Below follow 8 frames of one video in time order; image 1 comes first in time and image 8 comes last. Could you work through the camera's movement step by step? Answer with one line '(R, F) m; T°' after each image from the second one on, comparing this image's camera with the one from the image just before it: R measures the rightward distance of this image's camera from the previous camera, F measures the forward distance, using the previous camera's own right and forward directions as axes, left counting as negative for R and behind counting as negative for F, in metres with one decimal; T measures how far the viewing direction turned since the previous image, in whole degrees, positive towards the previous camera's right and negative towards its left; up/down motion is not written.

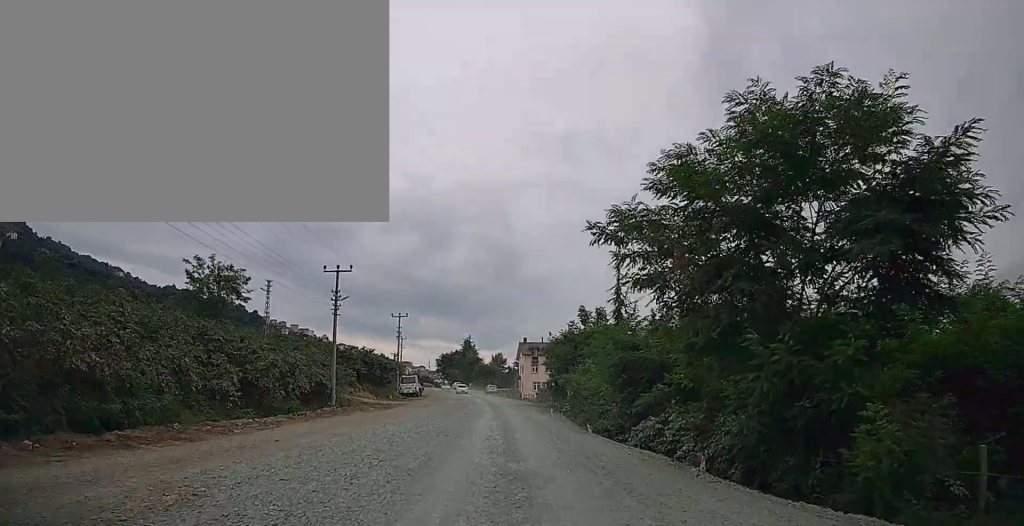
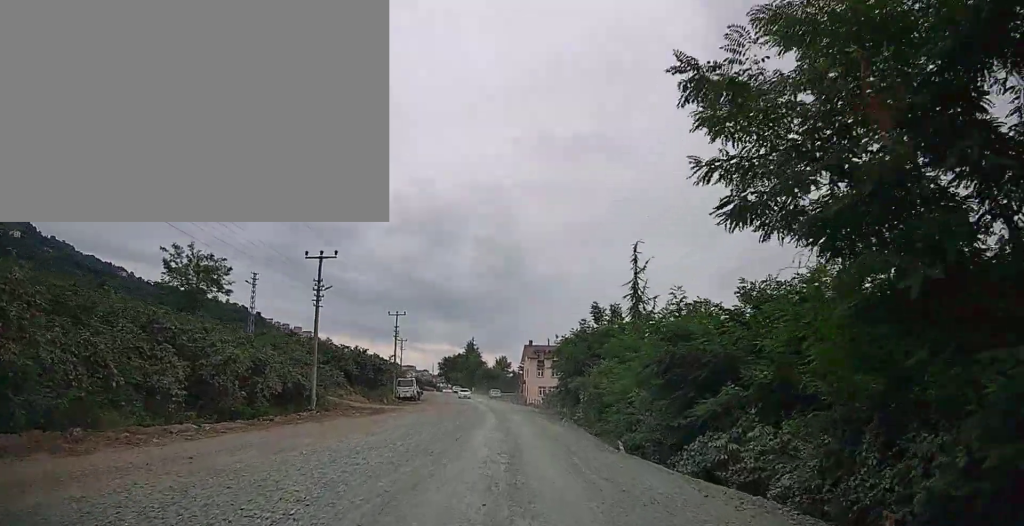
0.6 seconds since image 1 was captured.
(-0.1, +4.4) m; 0°
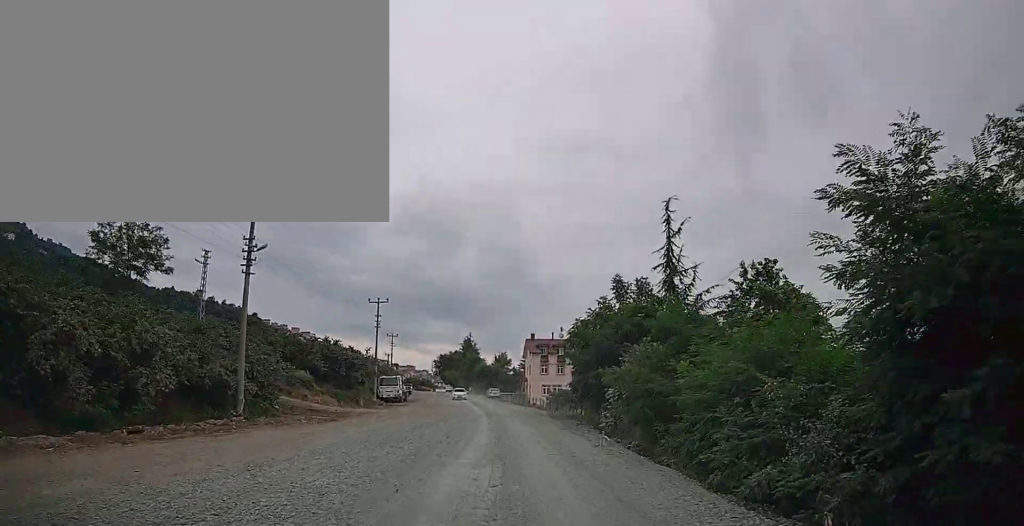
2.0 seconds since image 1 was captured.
(+0.2, +9.3) m; +2°
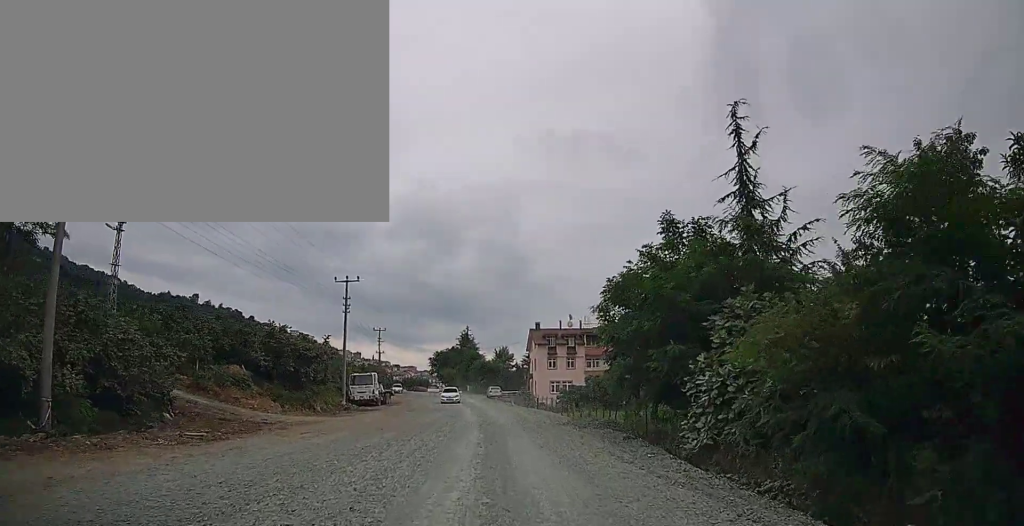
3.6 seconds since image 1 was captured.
(-0.1, +11.7) m; -1°
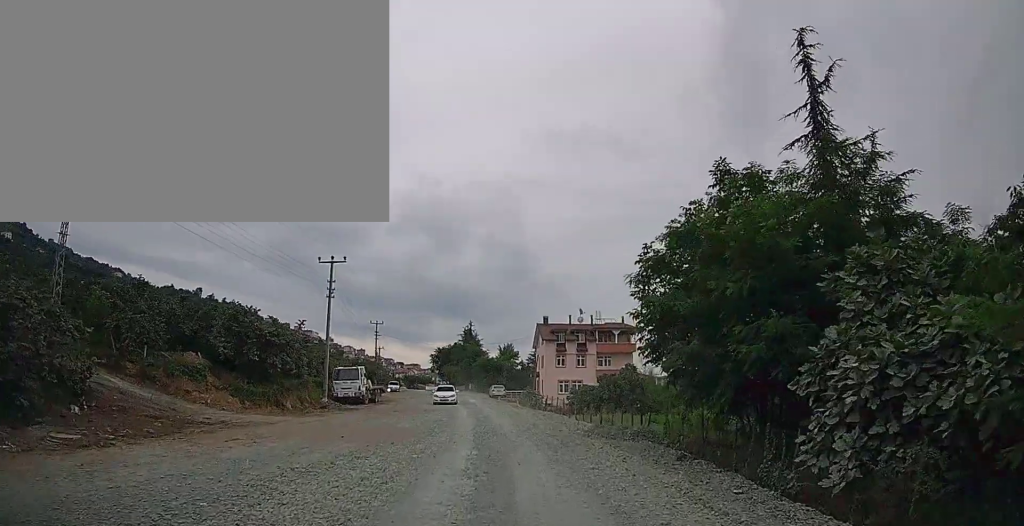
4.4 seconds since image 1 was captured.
(0.0, +5.7) m; -1°
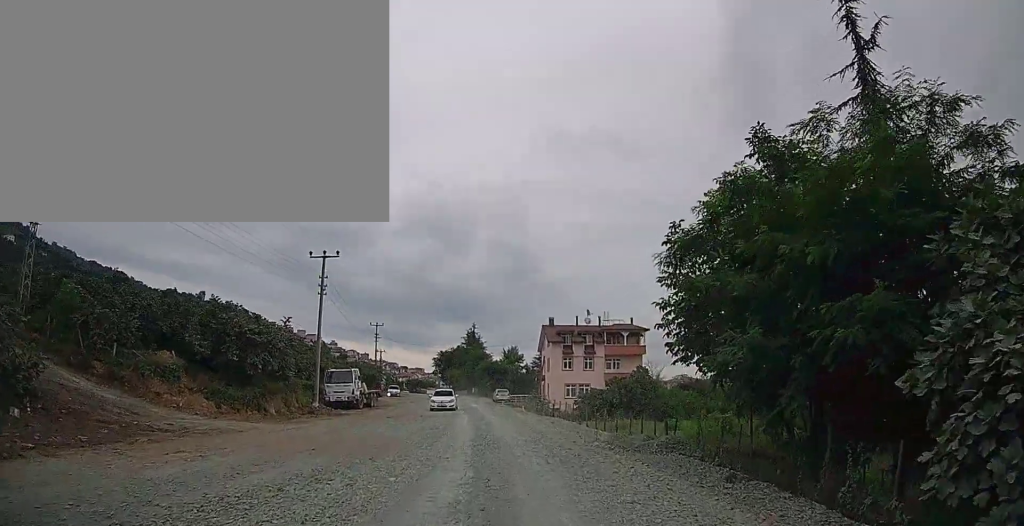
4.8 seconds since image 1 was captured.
(0.0, +3.1) m; -1°
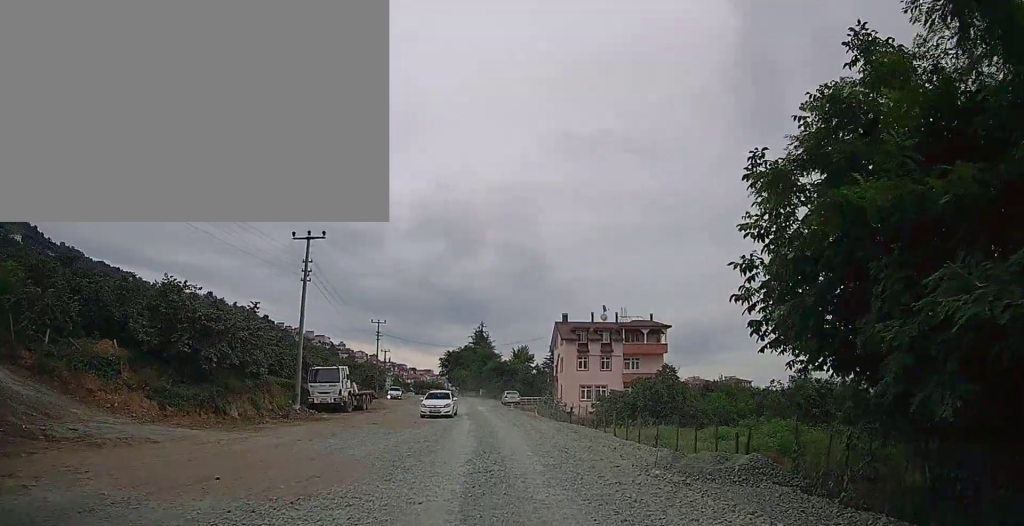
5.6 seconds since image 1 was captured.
(-0.1, +5.4) m; -1°
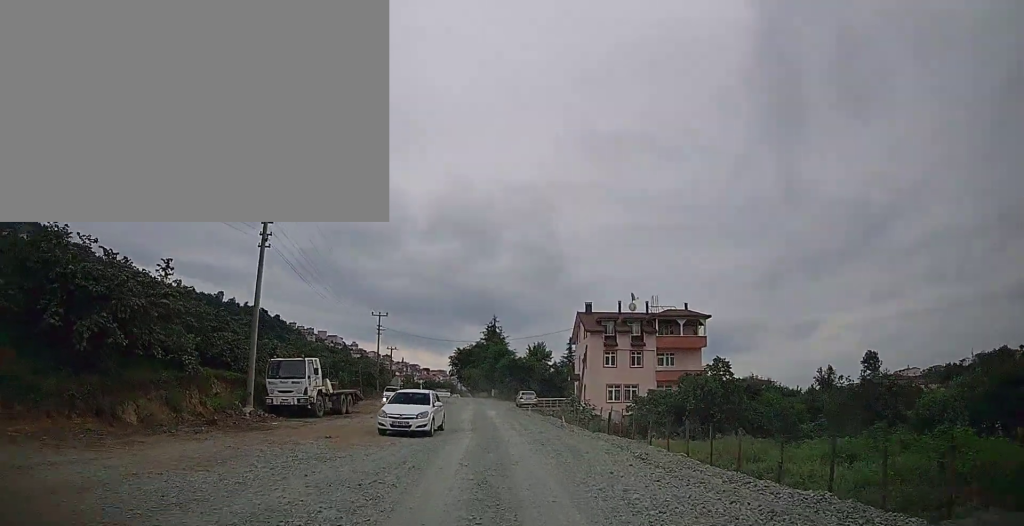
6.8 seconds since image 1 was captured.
(0.0, +7.9) m; +2°
